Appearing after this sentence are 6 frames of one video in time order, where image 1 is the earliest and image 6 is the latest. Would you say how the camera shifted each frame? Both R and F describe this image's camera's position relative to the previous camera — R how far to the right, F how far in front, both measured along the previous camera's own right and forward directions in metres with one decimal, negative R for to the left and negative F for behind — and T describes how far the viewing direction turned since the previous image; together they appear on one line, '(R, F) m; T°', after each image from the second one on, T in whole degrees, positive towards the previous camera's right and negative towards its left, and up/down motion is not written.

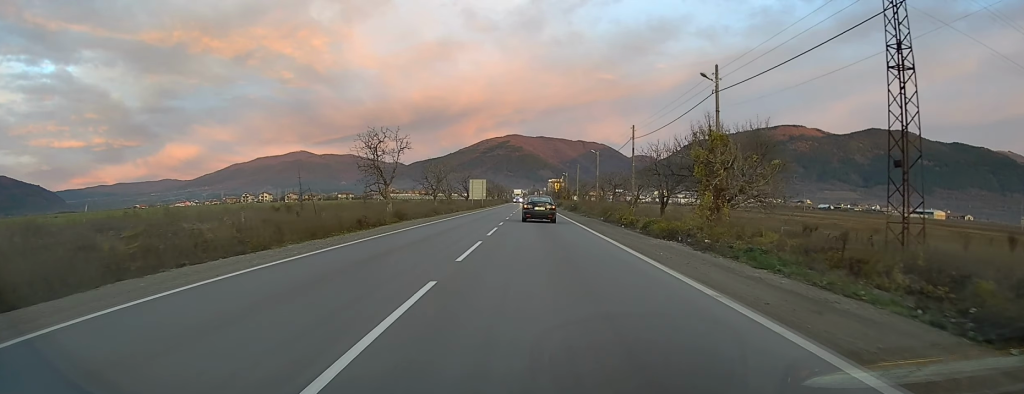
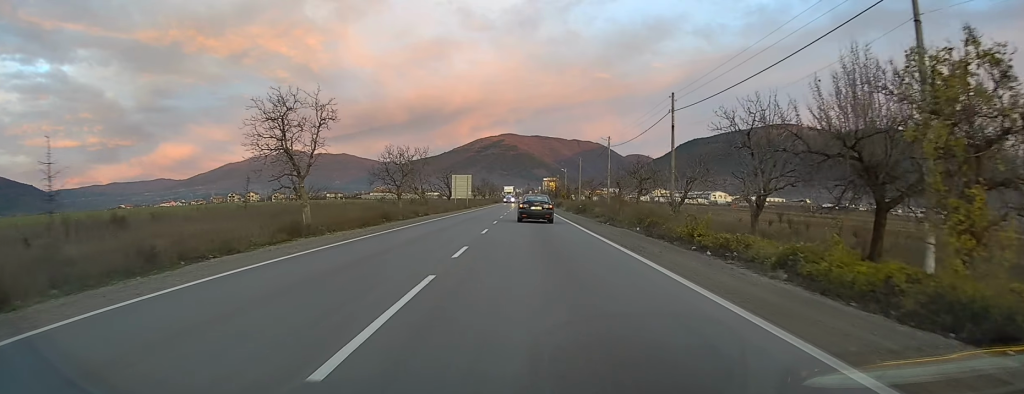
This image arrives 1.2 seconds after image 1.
(+0.4, +17.3) m; +1°
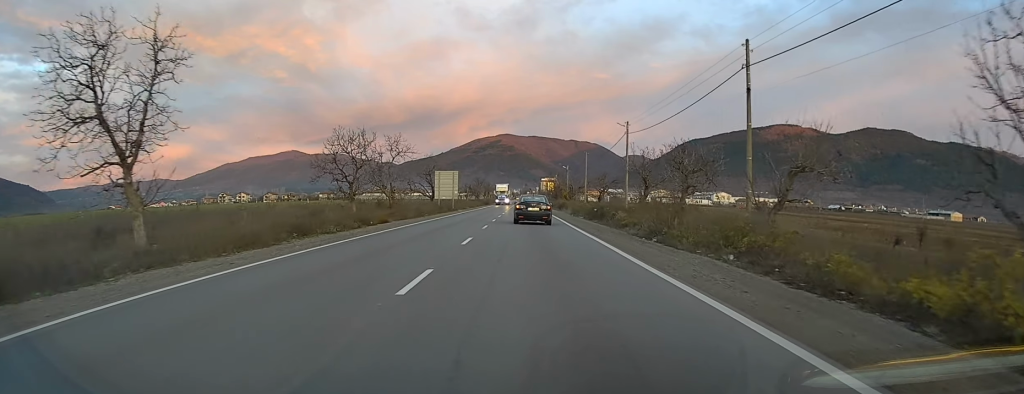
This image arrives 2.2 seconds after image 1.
(-0.3, +14.0) m; -1°
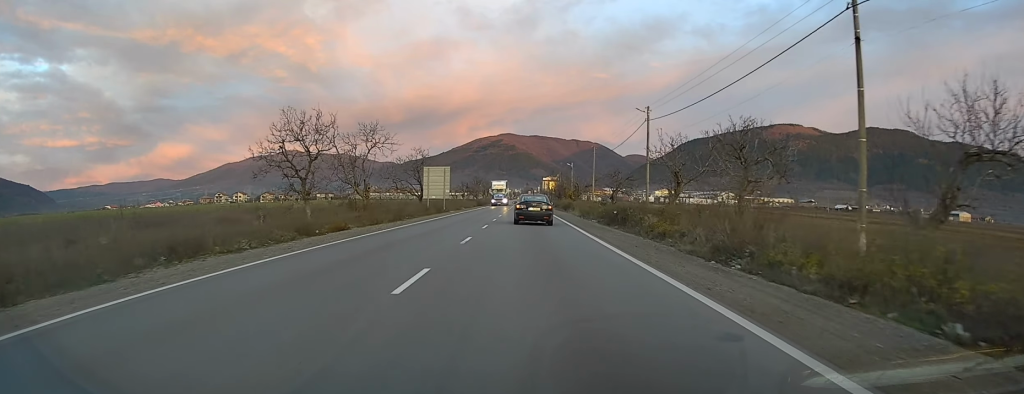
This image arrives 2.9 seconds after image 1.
(0.0, +8.8) m; +1°
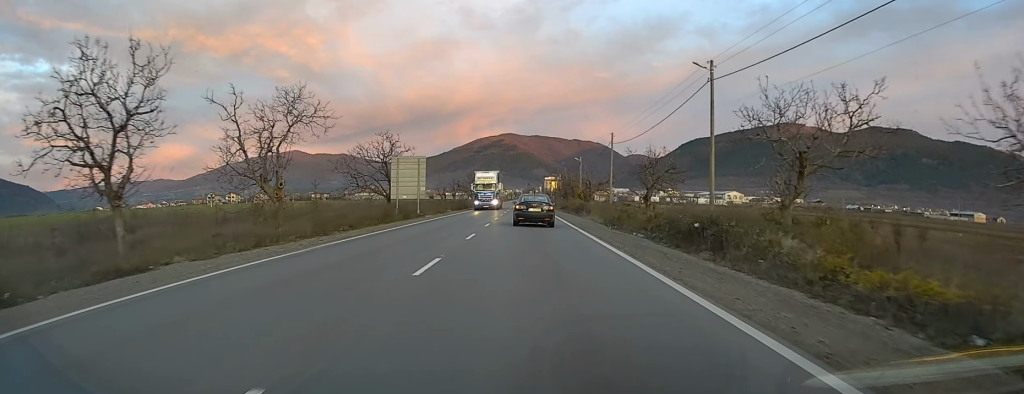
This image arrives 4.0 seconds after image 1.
(+0.2, +15.9) m; 0°
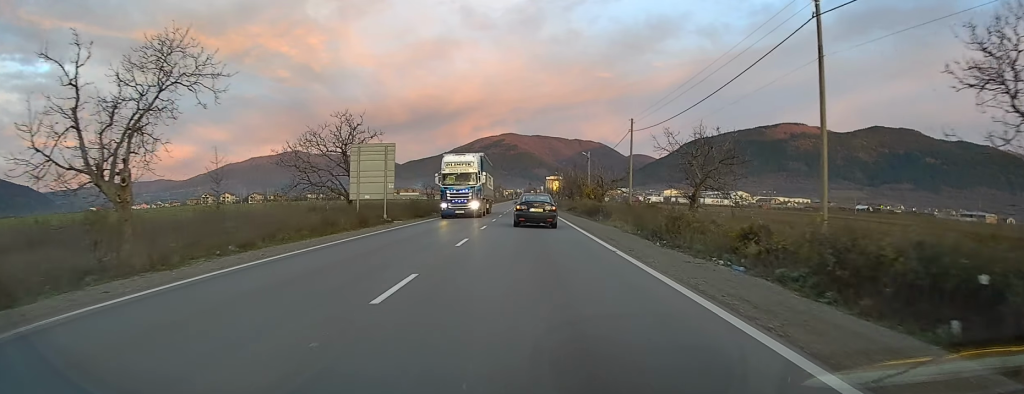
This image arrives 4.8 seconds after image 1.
(-0.1, +11.7) m; 0°
